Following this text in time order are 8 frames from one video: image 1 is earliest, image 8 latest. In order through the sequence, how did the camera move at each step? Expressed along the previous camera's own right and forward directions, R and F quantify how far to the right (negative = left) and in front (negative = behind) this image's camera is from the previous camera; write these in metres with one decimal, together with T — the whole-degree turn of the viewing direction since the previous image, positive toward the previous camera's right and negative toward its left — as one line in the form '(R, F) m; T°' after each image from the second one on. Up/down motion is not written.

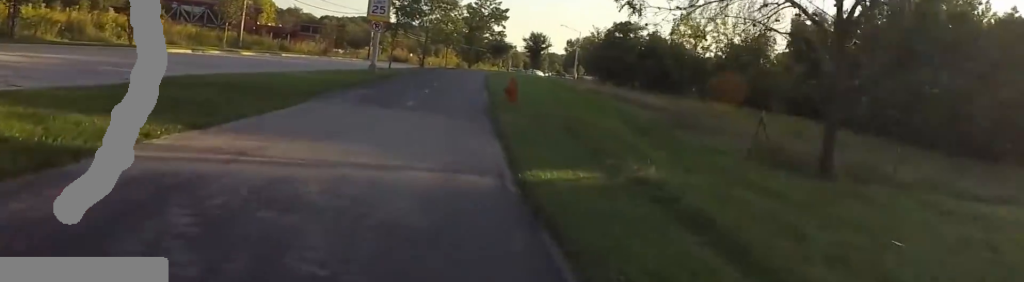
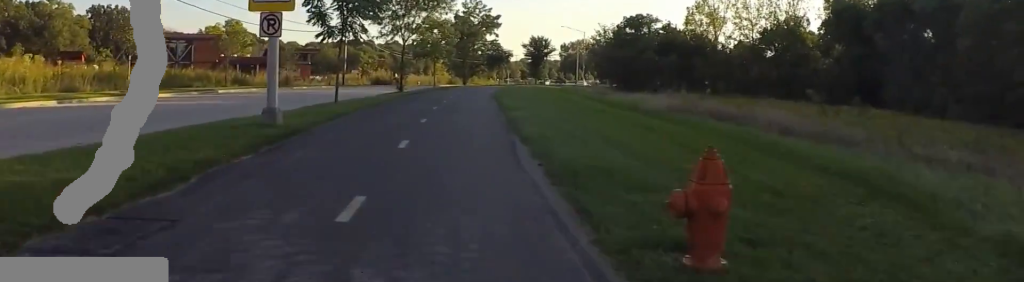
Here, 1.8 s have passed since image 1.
(+0.7, +12.7) m; +6°
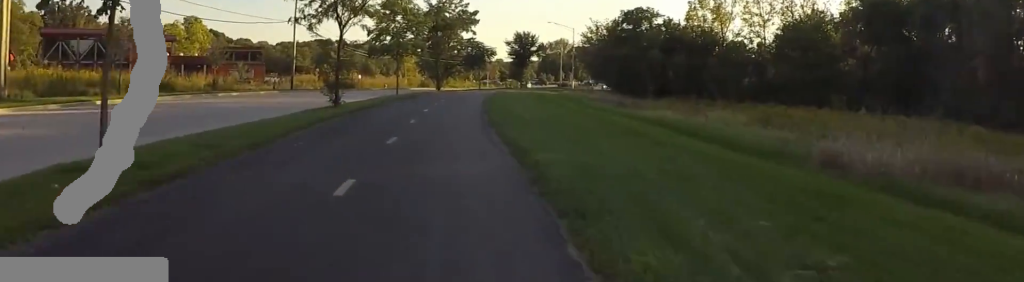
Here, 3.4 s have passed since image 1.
(+0.3, +11.5) m; +1°
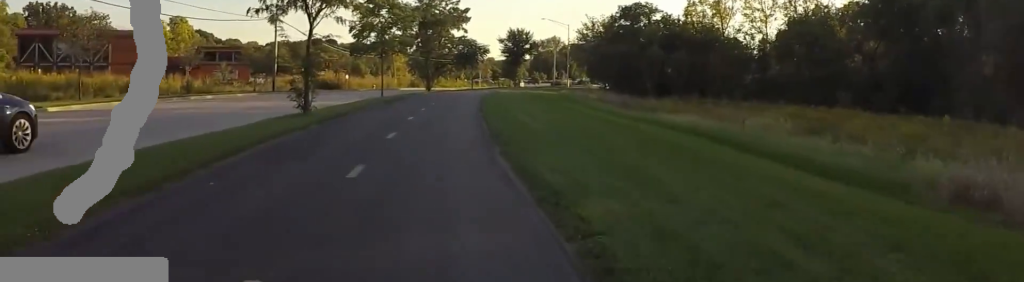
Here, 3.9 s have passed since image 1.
(-0.2, +3.1) m; 0°
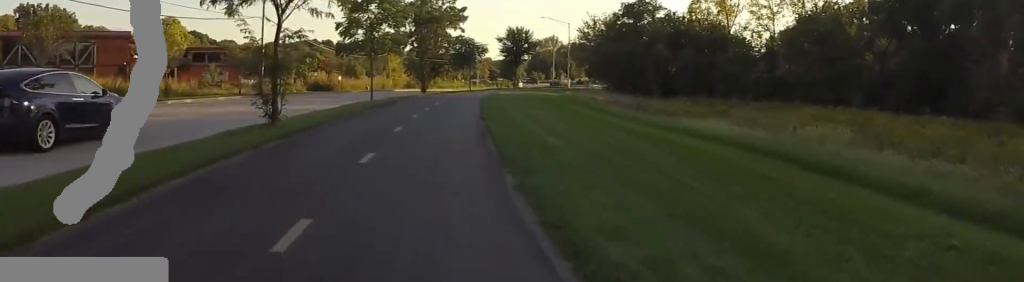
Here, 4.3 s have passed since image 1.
(-0.2, +2.8) m; 0°
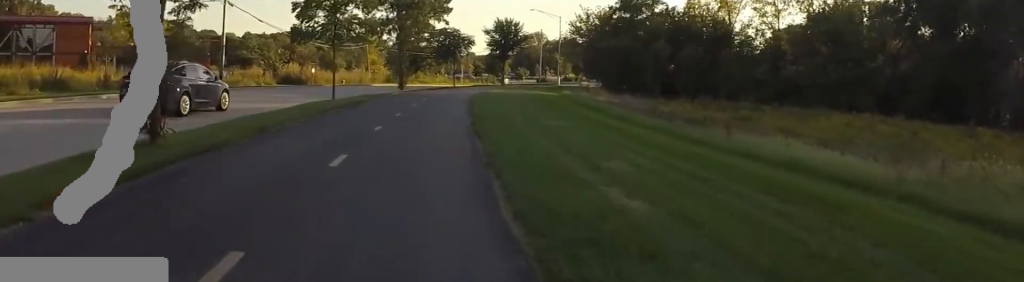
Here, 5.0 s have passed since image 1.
(+0.3, +5.1) m; +4°
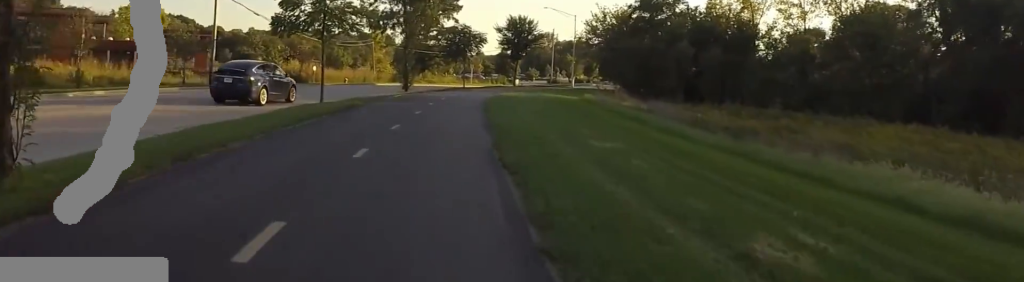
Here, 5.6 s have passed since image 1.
(+0.1, +3.5) m; 0°
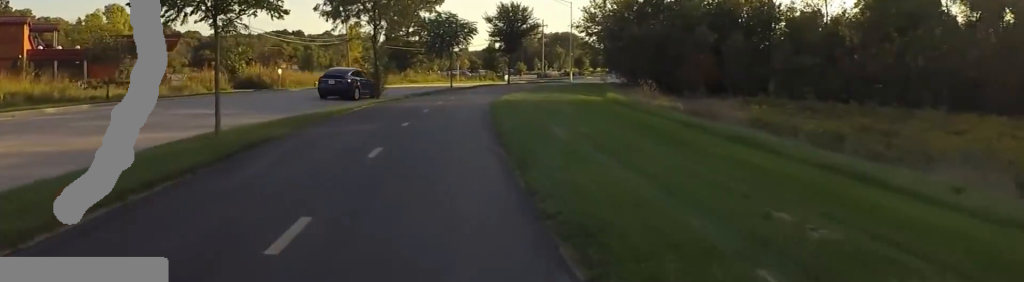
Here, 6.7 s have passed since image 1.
(-0.3, +7.6) m; -5°
